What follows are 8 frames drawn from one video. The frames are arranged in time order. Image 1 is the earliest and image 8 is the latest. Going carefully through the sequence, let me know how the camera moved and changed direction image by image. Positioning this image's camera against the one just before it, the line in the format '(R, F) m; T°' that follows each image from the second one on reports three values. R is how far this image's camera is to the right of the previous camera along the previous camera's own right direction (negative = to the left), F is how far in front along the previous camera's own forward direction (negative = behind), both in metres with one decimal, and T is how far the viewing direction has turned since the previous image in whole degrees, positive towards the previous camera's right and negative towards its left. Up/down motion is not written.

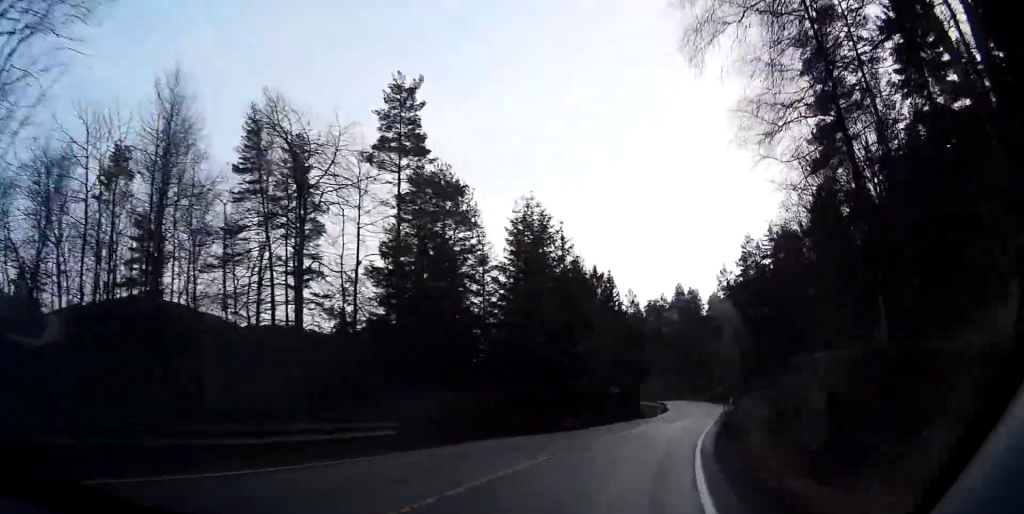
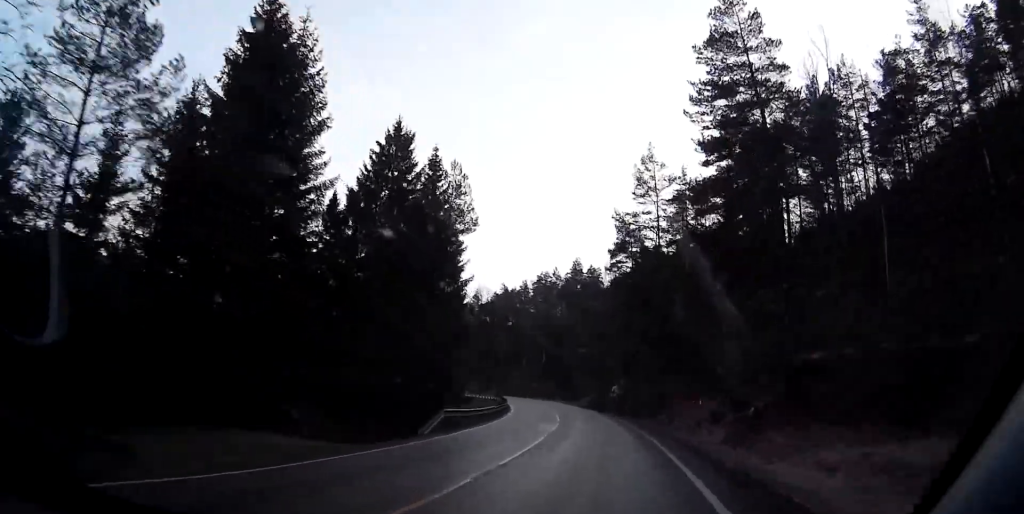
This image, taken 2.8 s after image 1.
(+3.8, +54.6) m; +5°
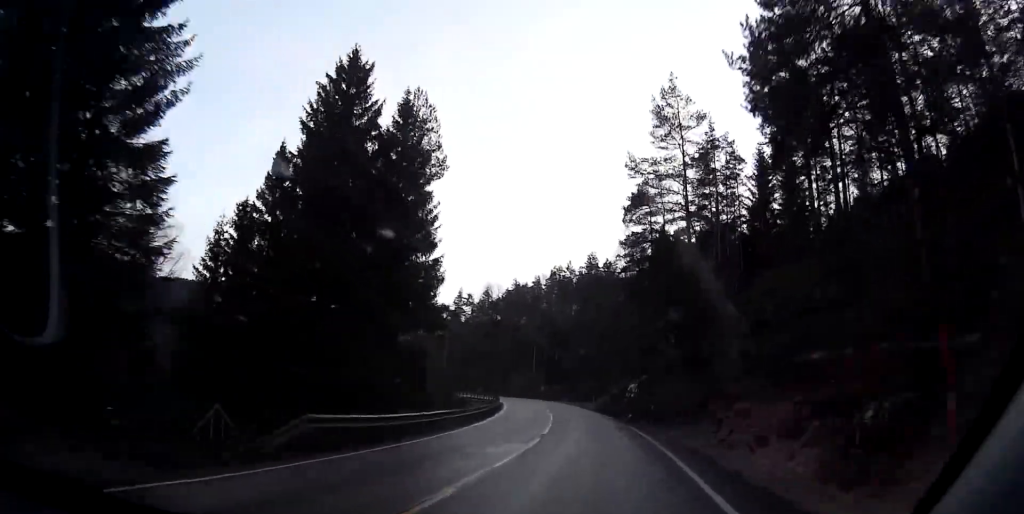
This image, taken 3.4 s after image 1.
(0.0, +12.7) m; -1°
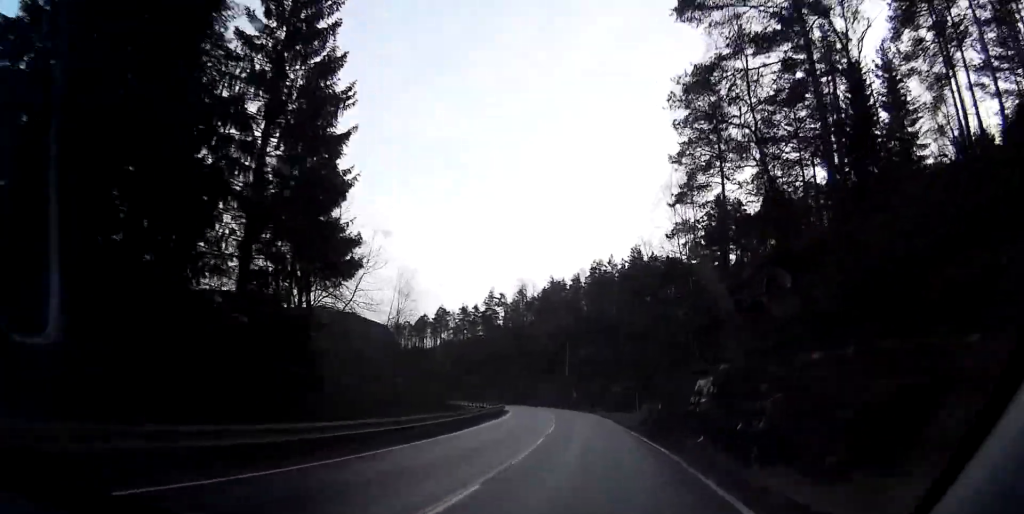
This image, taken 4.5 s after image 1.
(-0.6, +22.7) m; -2°
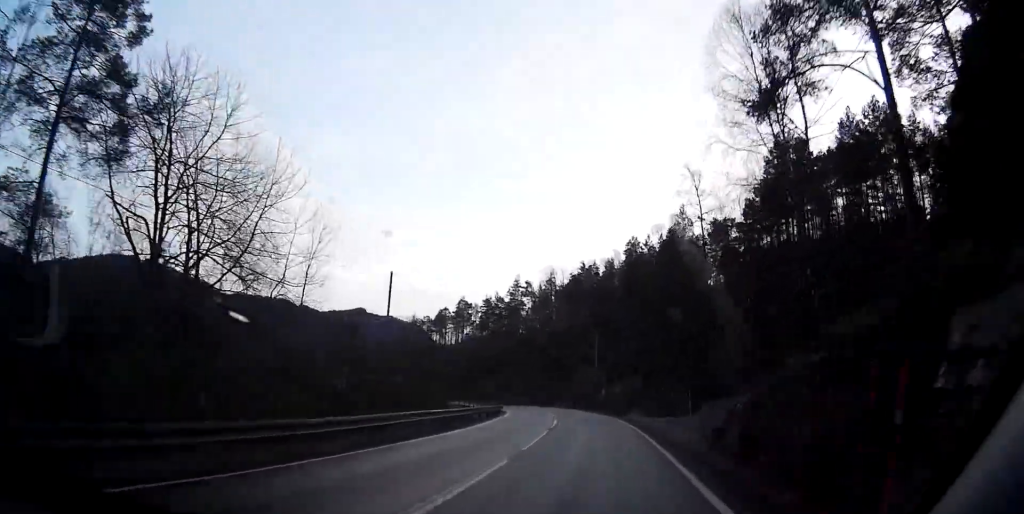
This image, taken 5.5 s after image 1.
(-0.2, +21.1) m; -2°
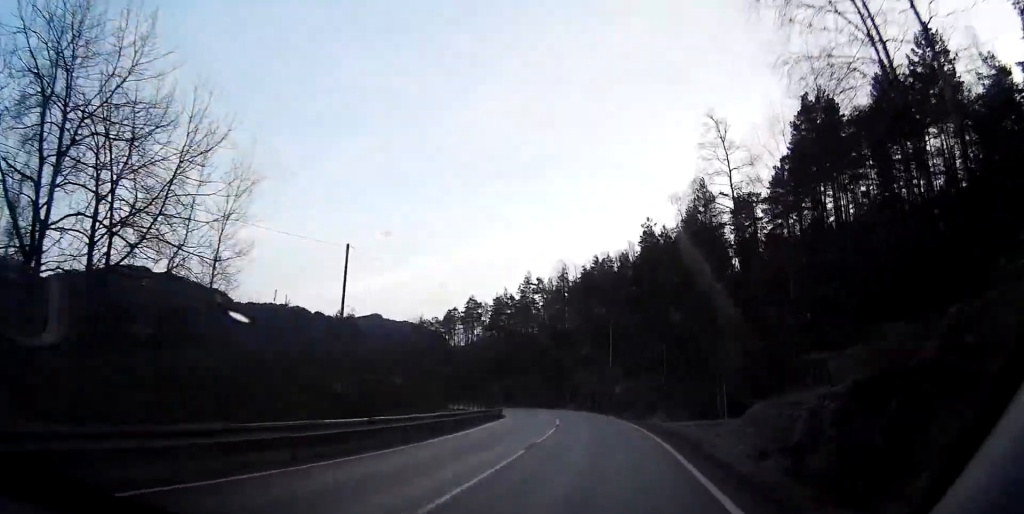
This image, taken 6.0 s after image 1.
(-0.1, +9.1) m; -1°
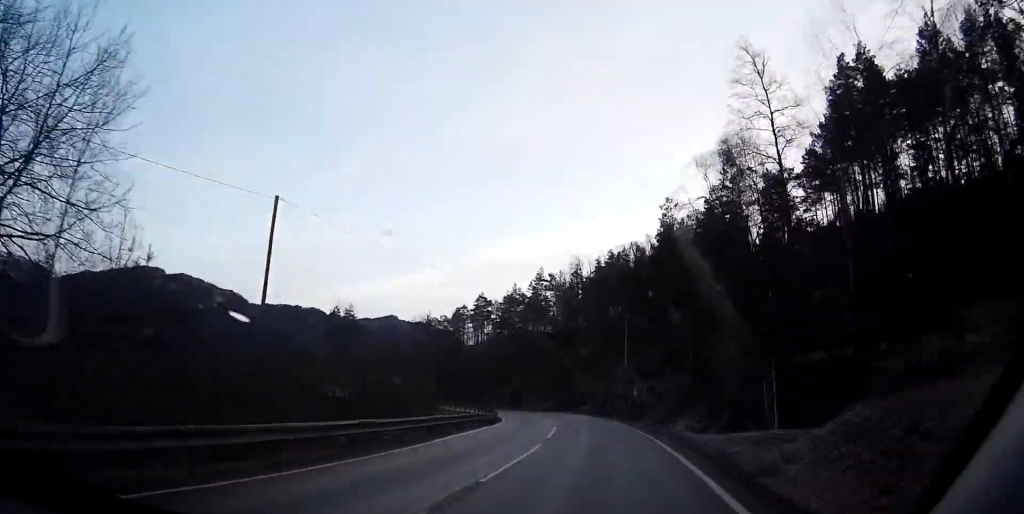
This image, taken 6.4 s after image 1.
(0.0, +9.1) m; -1°
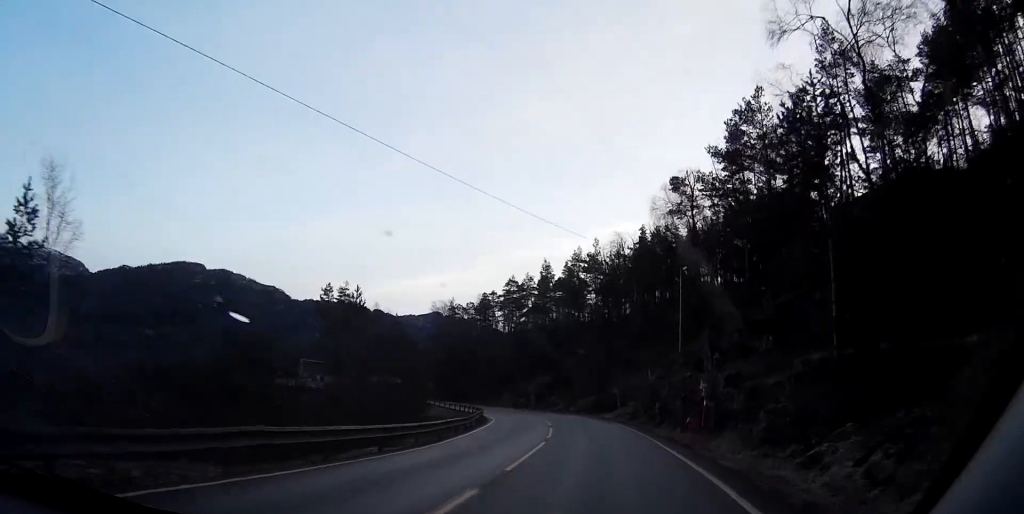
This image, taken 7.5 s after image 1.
(-0.7, +22.3) m; -4°
